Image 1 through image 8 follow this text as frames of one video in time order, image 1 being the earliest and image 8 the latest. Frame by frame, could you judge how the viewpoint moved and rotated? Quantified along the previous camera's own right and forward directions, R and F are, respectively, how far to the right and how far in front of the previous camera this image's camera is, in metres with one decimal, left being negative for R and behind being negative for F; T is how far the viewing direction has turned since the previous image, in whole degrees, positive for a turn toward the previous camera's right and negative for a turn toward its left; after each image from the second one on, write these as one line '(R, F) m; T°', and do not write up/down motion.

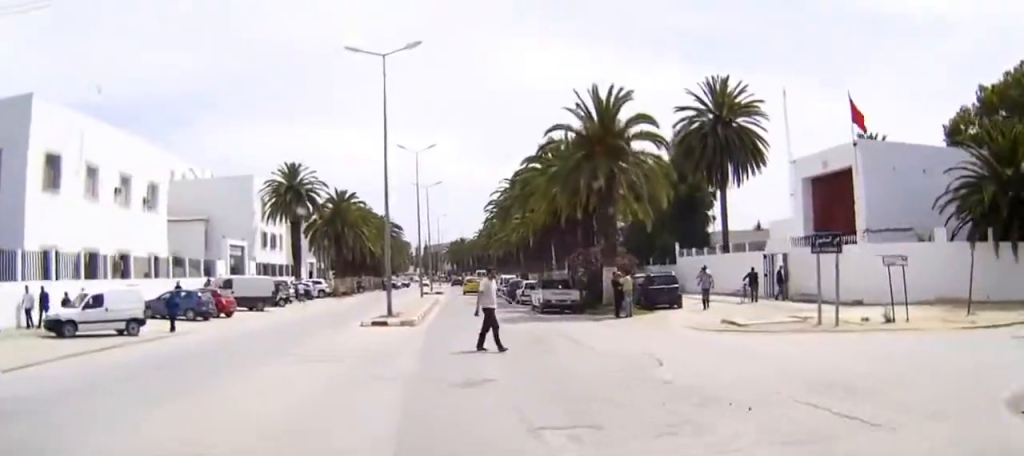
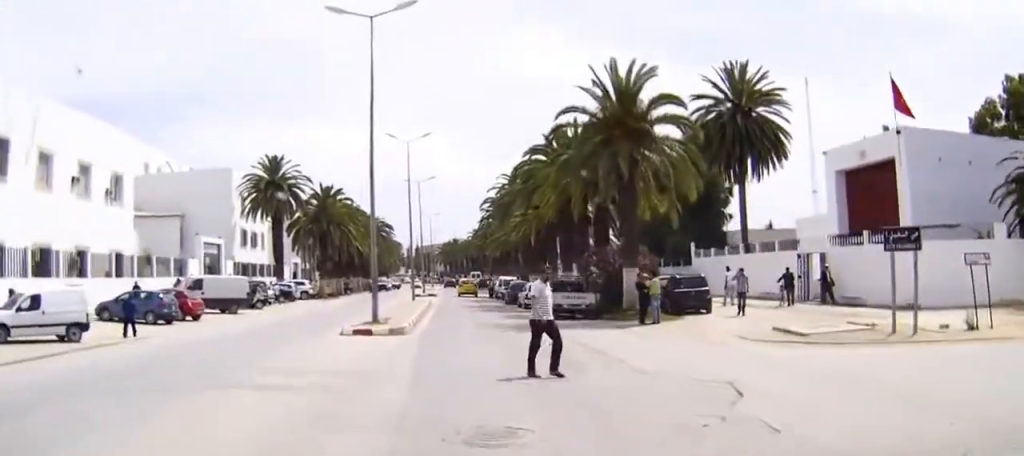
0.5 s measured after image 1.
(0.0, +4.6) m; 0°
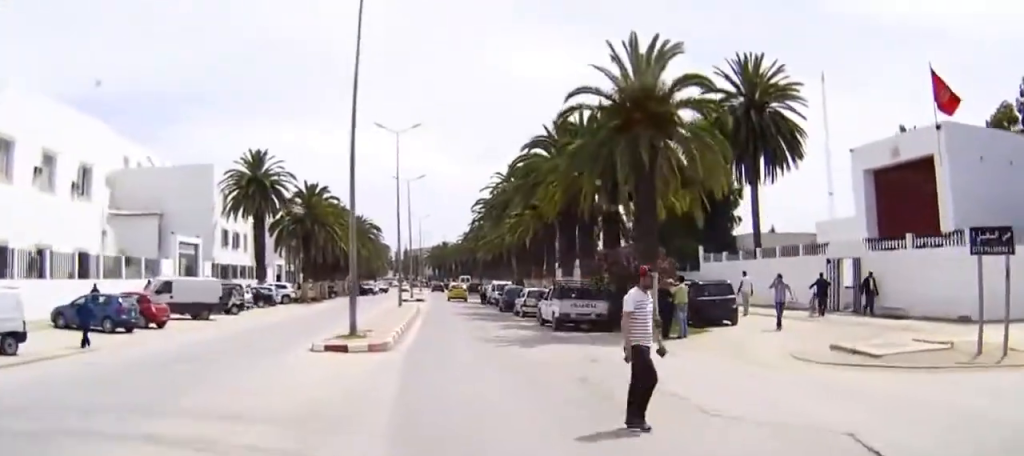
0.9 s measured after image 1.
(0.0, +4.6) m; 0°
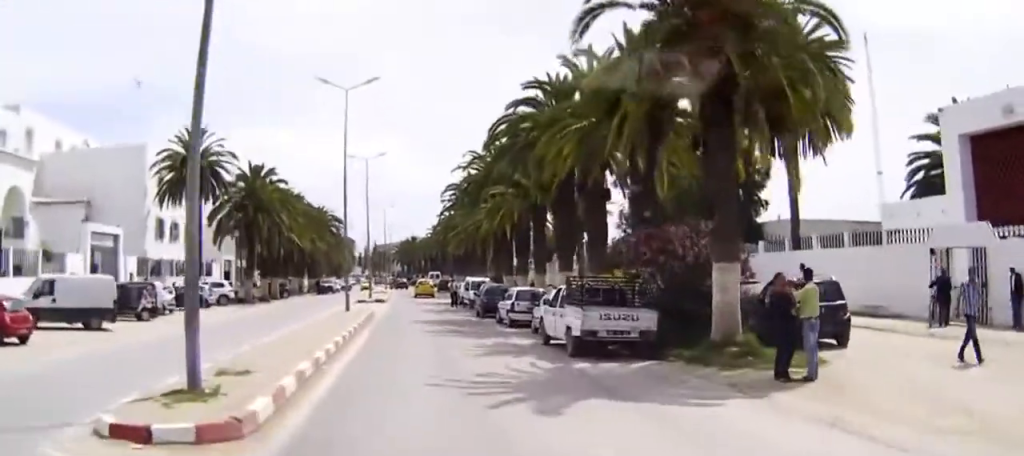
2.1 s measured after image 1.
(0.0, +11.9) m; 0°
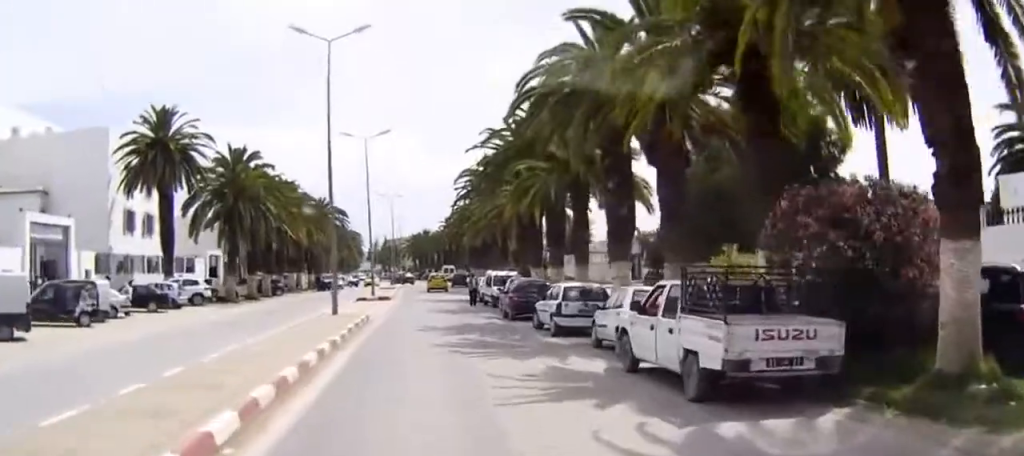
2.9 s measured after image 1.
(0.0, +8.3) m; 0°
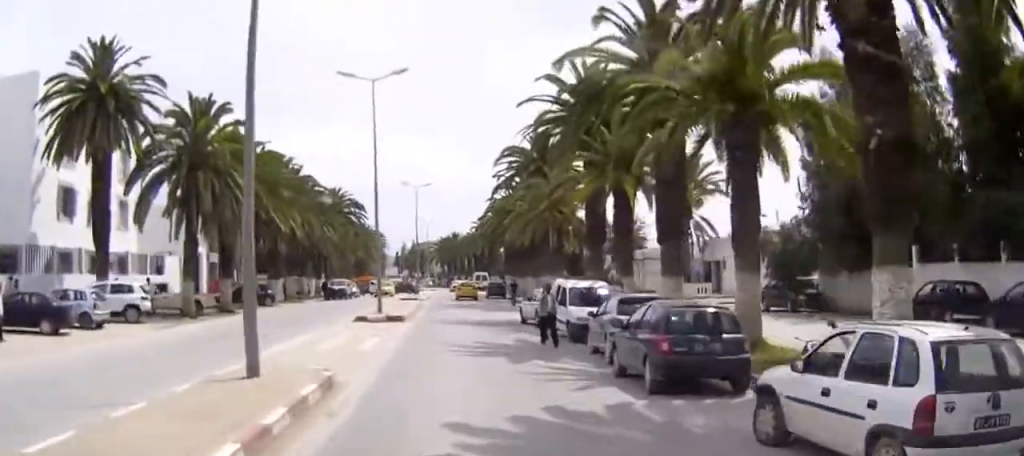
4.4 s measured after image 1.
(-0.1, +15.9) m; 0°
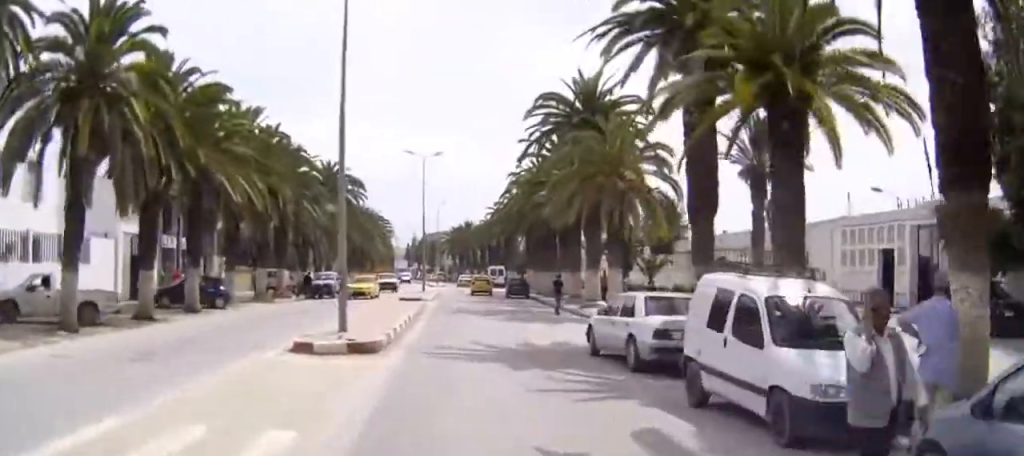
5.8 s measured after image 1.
(+0.1, +14.5) m; +1°
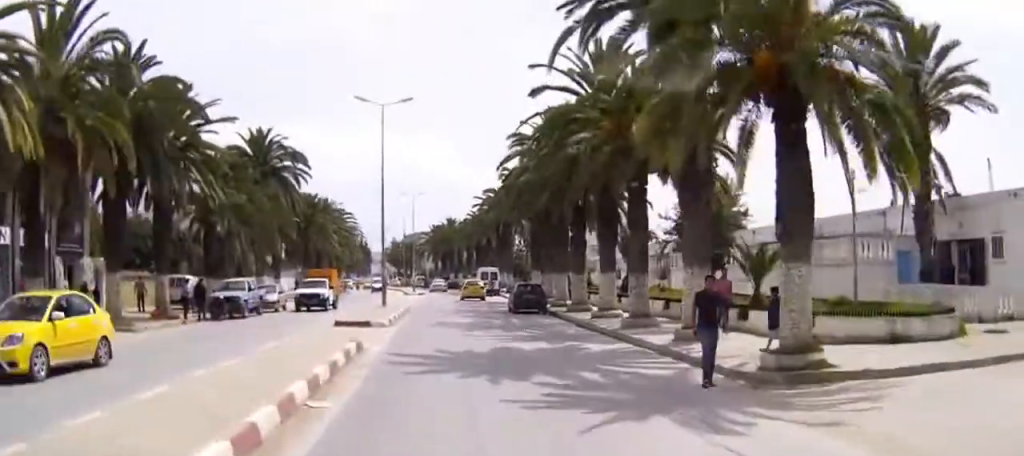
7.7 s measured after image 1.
(+0.1, +19.4) m; 0°
